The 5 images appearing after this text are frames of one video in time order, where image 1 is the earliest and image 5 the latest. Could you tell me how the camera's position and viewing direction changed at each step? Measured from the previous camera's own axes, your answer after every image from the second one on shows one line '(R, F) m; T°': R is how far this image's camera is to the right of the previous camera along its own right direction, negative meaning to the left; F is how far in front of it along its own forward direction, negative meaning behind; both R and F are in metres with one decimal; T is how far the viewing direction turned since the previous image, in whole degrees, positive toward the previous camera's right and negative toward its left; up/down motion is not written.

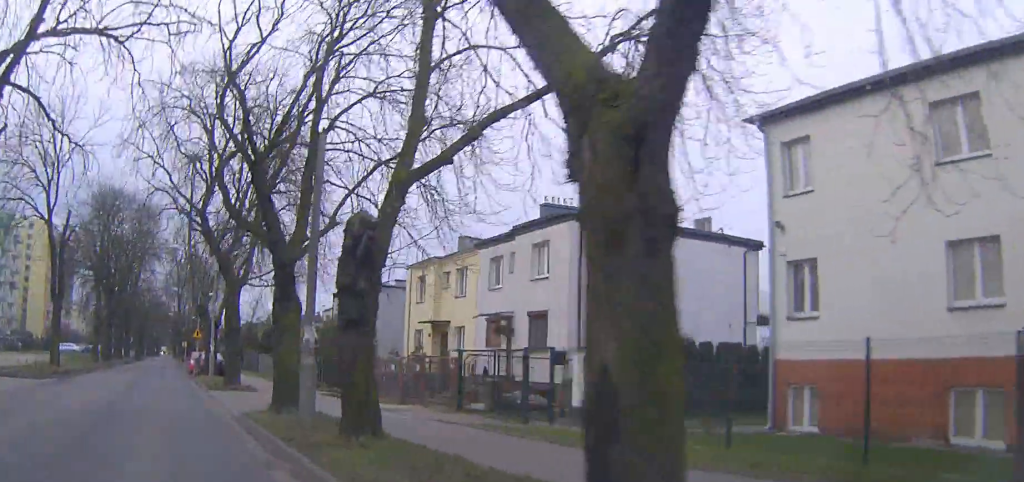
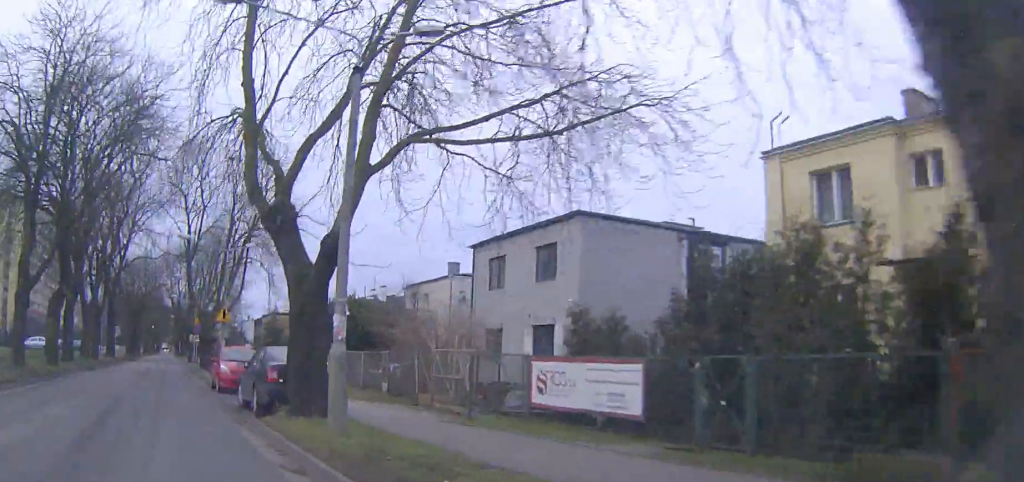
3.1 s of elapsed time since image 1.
(-0.1, +26.7) m; 0°
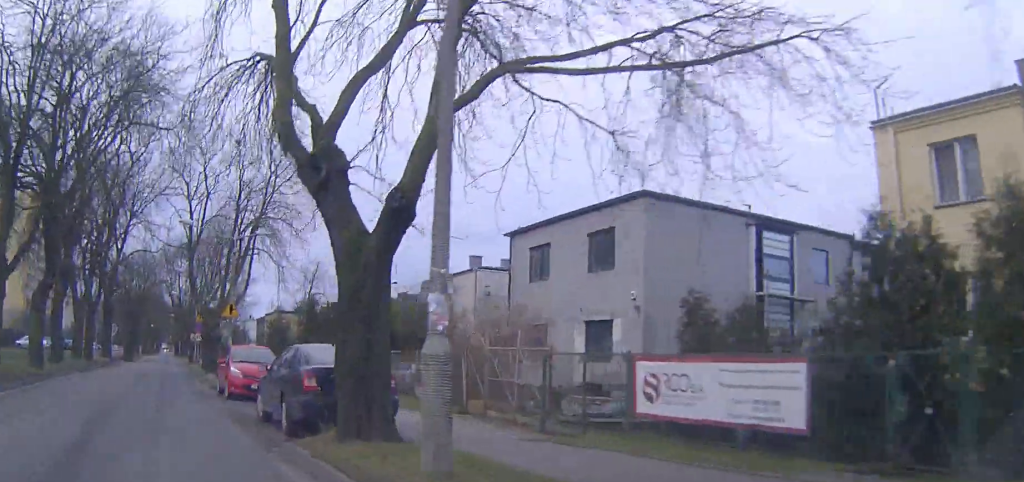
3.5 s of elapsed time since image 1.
(0.0, +3.7) m; 0°
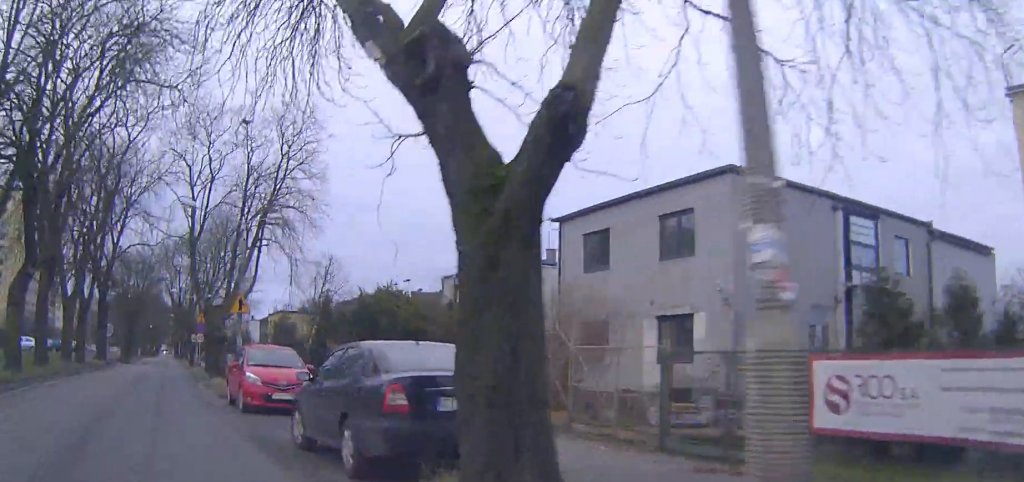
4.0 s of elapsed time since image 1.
(0.0, +4.0) m; 0°
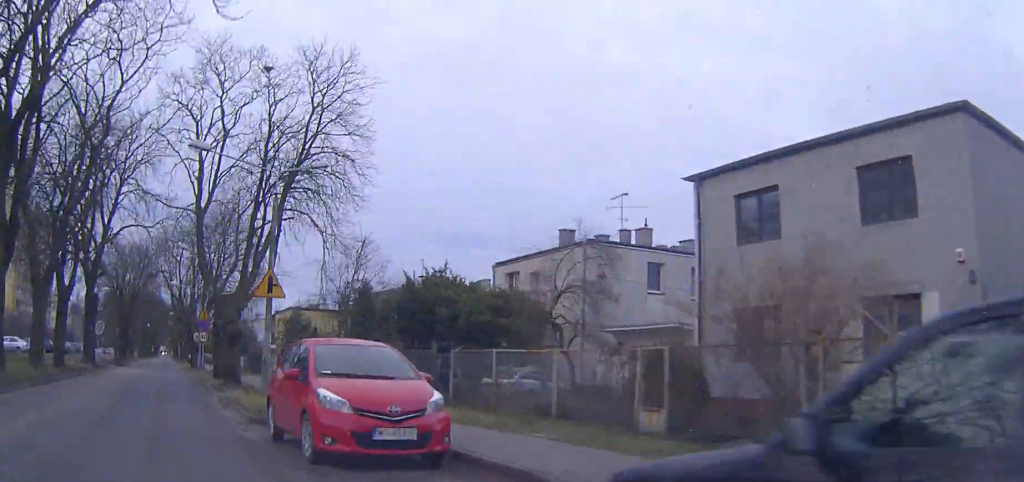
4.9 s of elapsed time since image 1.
(0.0, +7.8) m; +1°
